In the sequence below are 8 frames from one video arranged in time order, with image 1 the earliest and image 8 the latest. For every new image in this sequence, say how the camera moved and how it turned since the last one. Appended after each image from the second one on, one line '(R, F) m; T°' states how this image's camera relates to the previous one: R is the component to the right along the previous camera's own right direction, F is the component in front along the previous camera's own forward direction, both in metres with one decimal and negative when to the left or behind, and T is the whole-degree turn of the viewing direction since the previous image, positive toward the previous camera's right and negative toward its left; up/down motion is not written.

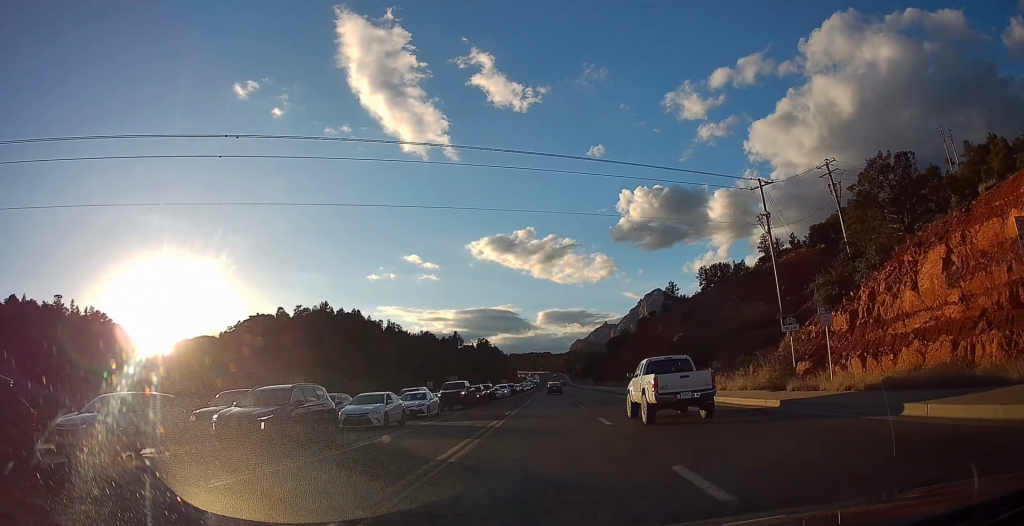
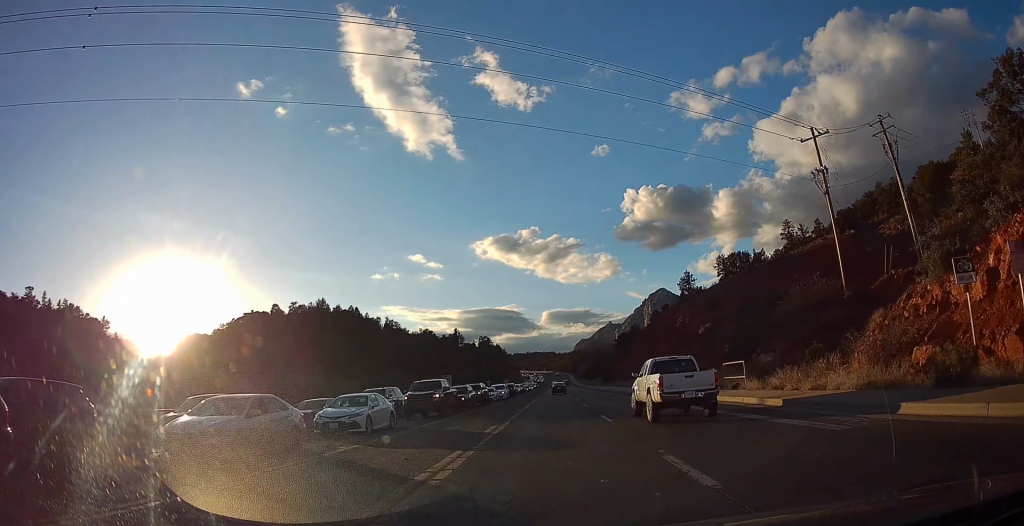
(+0.3, +11.4) m; 0°
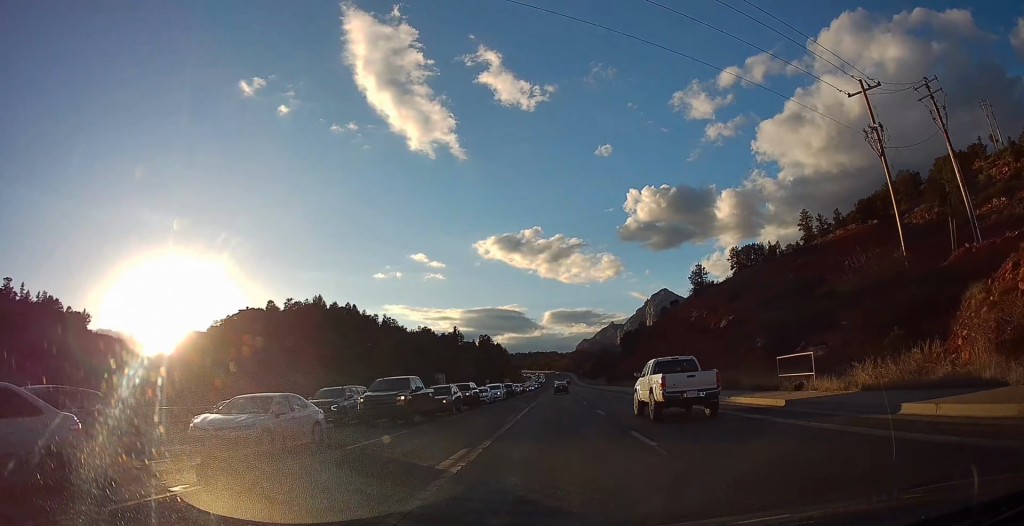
(+0.3, +7.8) m; 0°
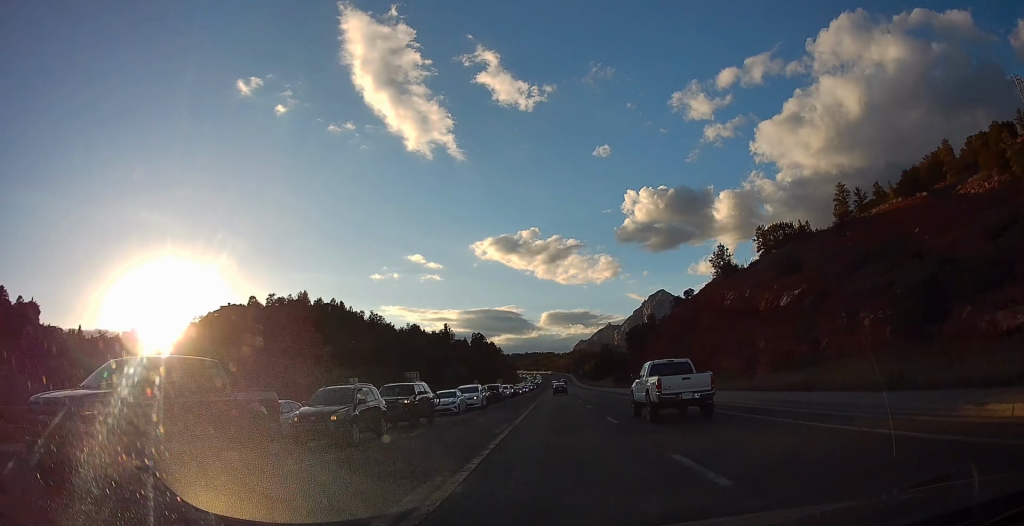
(-0.7, +16.2) m; 0°
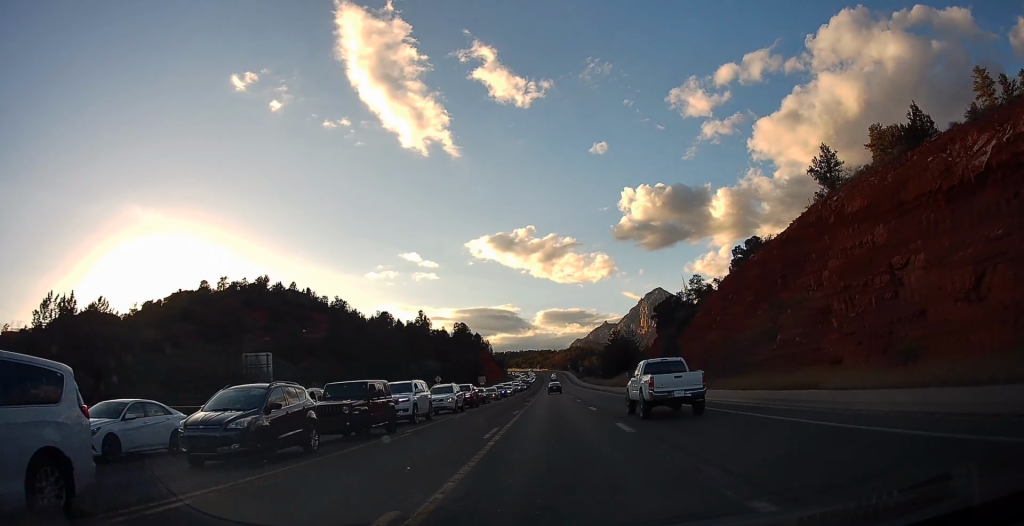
(+0.2, +38.9) m; -1°
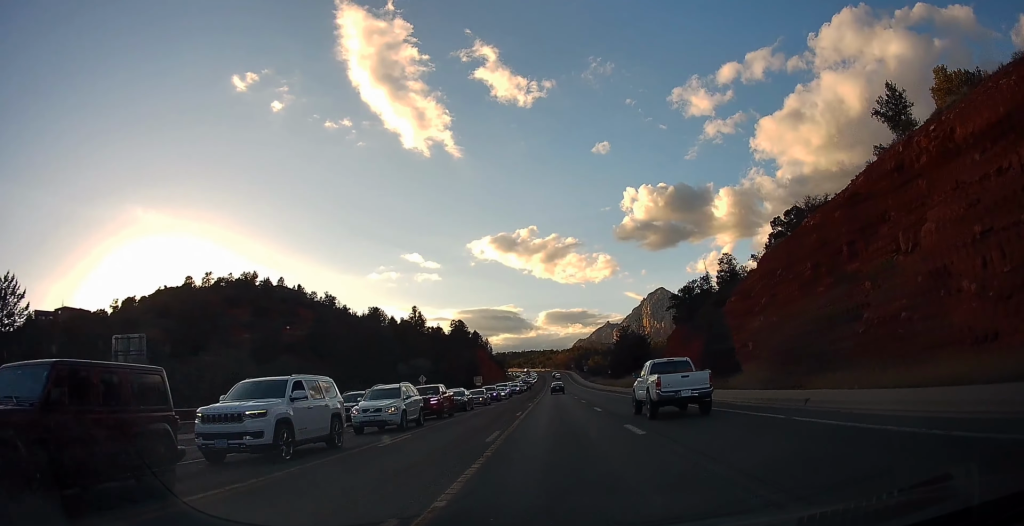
(0.0, +12.7) m; +1°
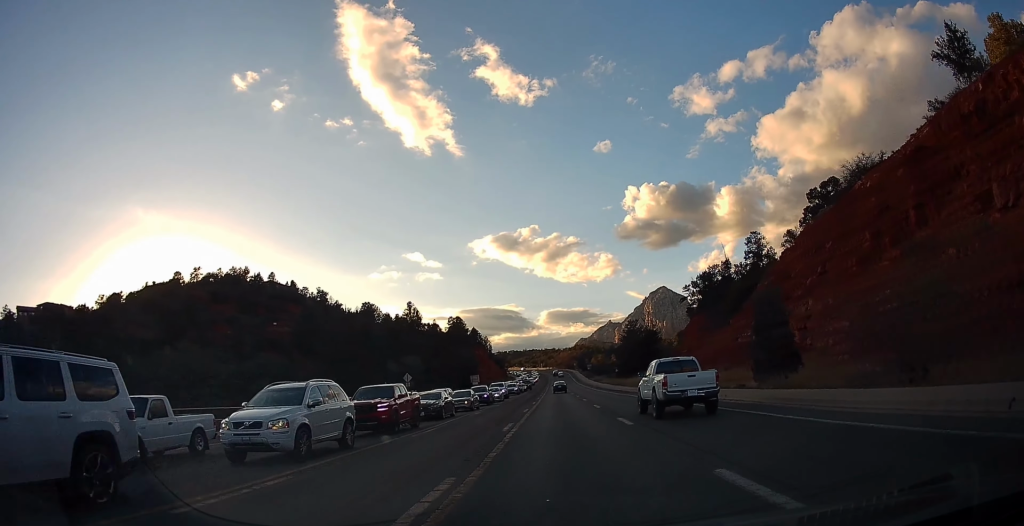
(0.0, +8.9) m; 0°
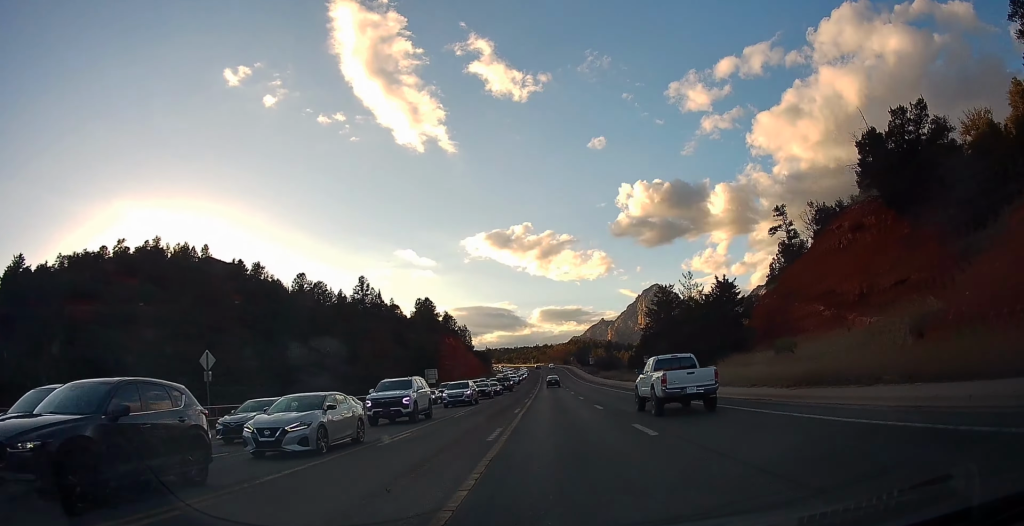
(-0.2, +40.3) m; 0°
